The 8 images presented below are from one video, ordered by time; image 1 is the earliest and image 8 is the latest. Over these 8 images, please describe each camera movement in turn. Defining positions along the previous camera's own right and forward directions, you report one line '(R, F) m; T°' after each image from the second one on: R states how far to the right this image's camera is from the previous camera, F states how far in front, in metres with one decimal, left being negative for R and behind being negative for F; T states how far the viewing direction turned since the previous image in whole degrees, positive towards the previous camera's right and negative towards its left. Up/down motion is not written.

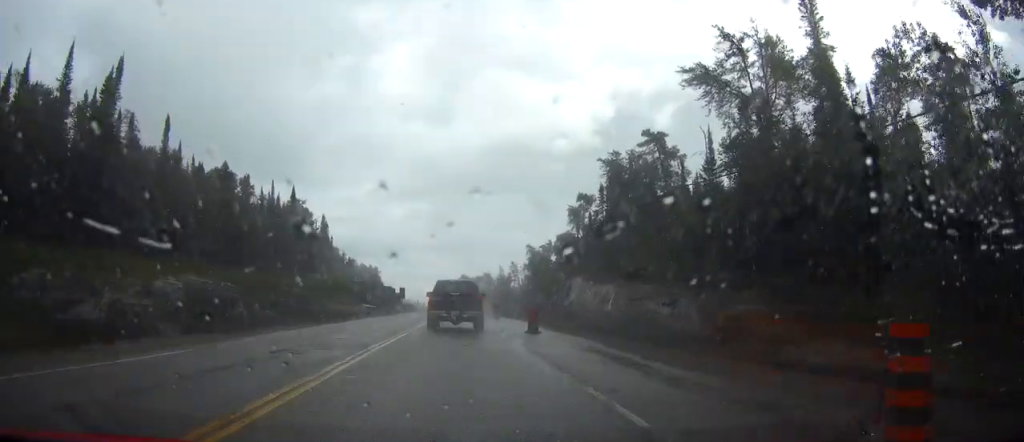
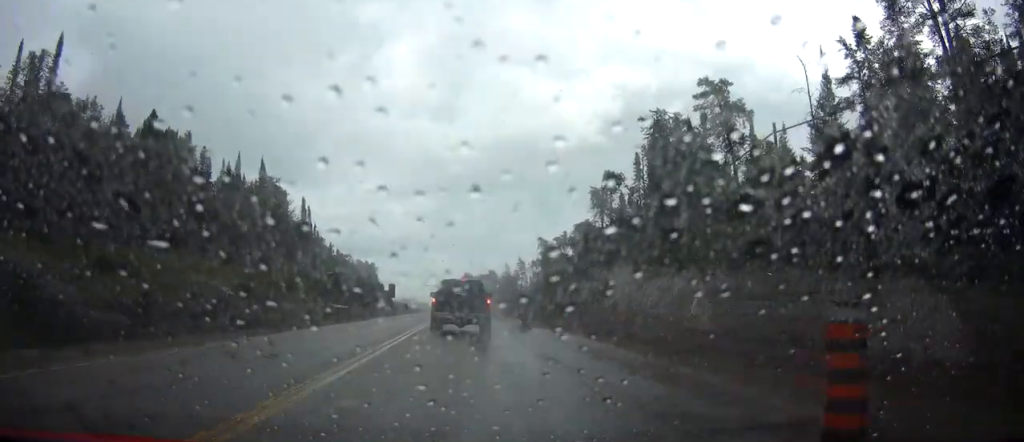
(0.0, +21.0) m; 0°
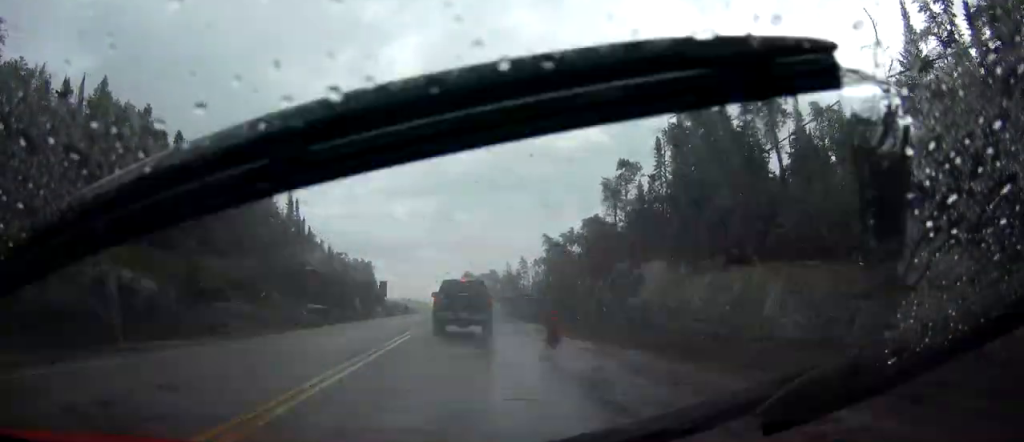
(0.0, +10.0) m; 0°
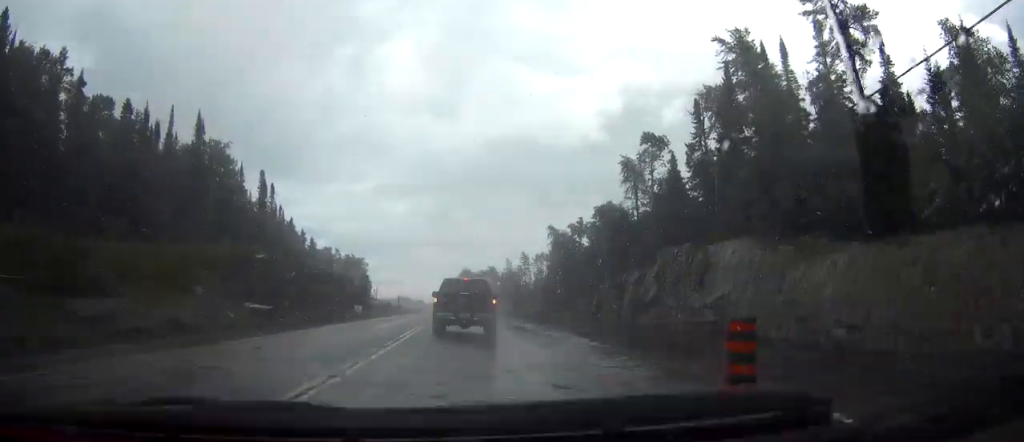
(+0.1, +14.9) m; 0°
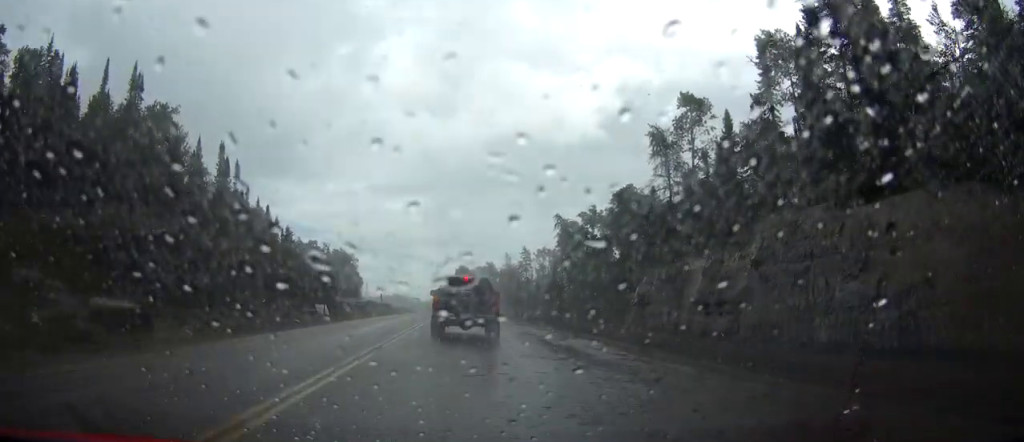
(-0.1, +16.0) m; 0°
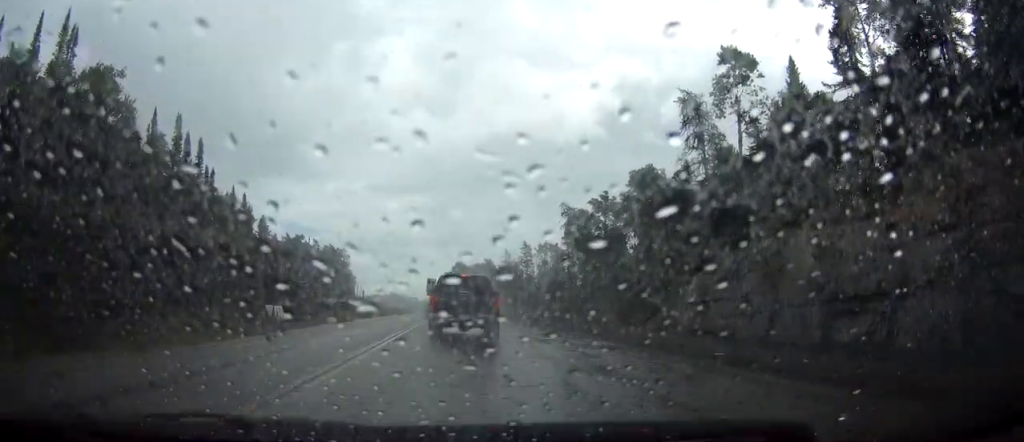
(+0.1, +12.7) m; +1°
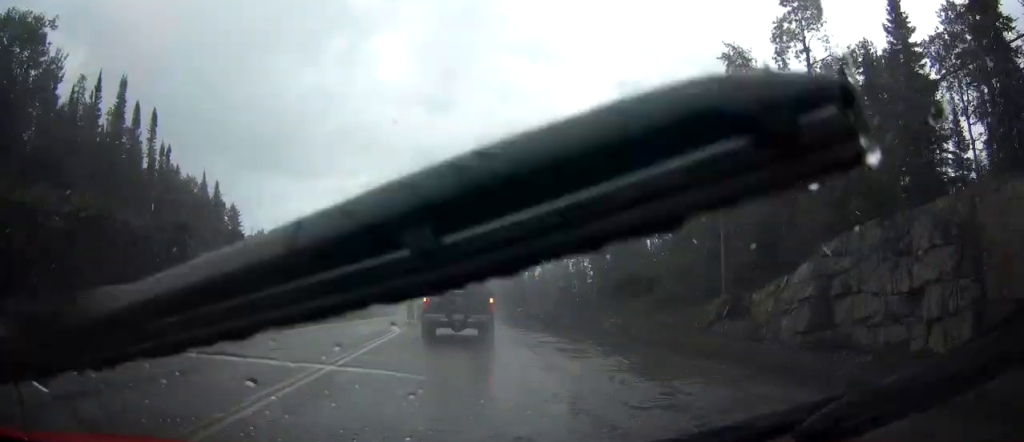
(0.0, +13.2) m; 0°
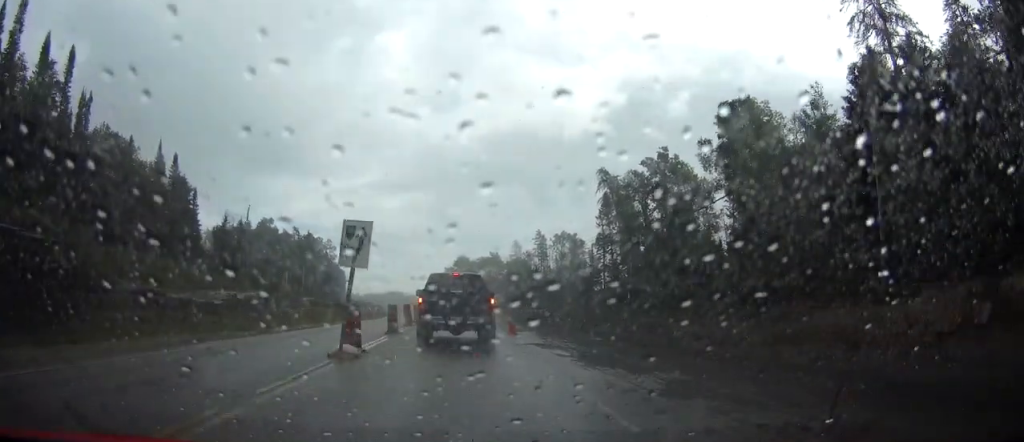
(-0.2, +18.5) m; -1°
